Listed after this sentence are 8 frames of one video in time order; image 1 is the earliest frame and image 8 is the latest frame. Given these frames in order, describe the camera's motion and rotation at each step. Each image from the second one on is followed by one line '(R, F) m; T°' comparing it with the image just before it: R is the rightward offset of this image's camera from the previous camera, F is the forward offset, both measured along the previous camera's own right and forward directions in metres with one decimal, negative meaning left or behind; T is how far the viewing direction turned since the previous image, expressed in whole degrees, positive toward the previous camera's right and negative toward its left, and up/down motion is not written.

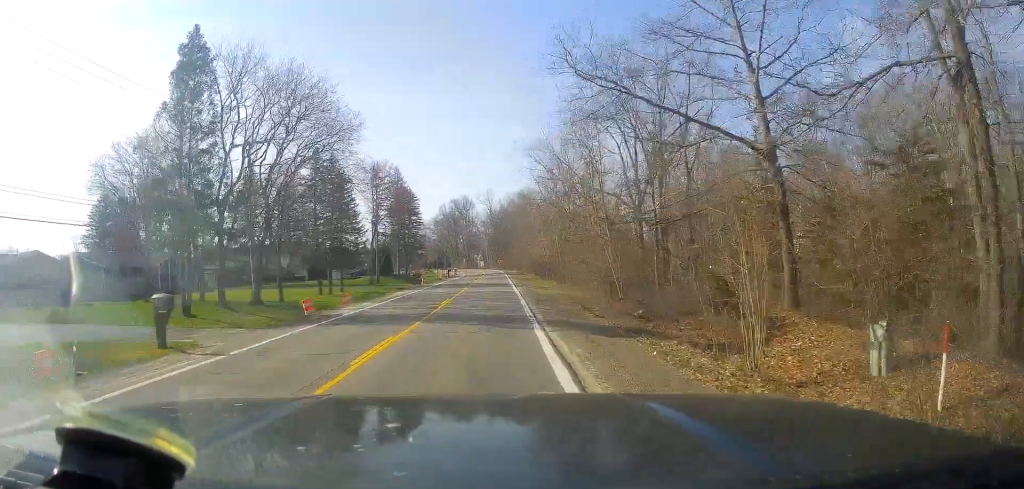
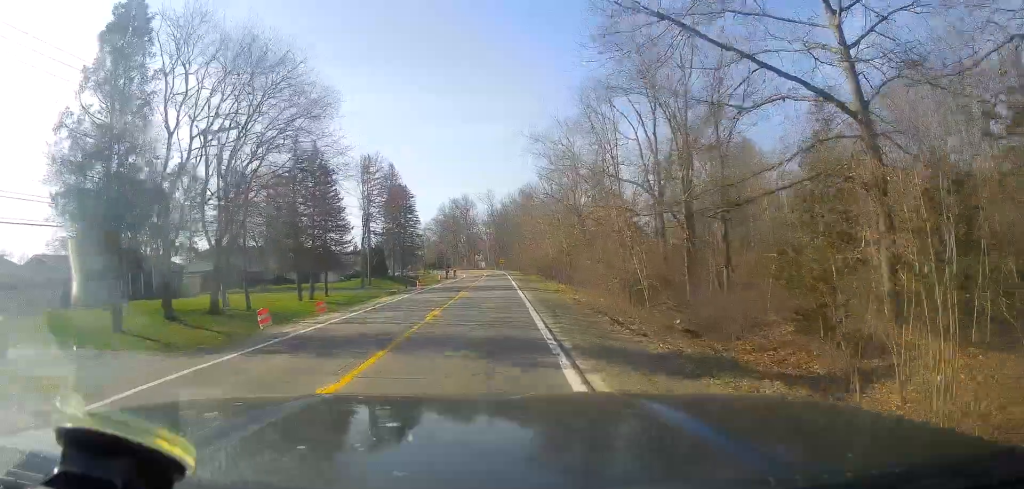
(-0.2, +5.9) m; -1°
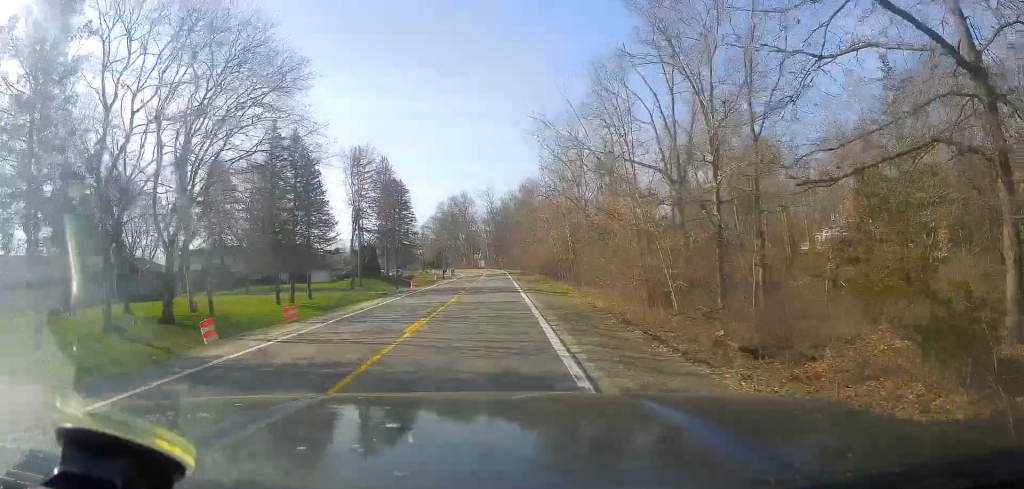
(-0.1, +4.7) m; +1°
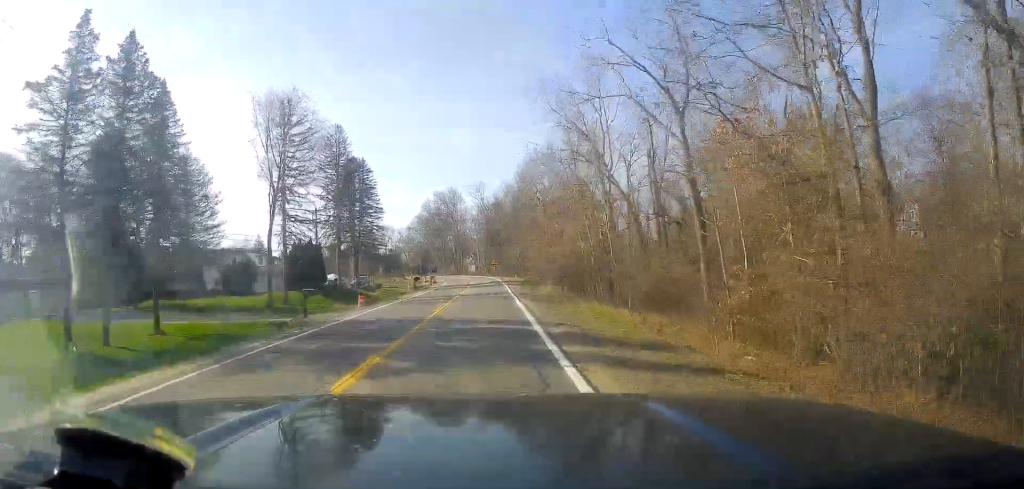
(+0.2, +21.9) m; +1°
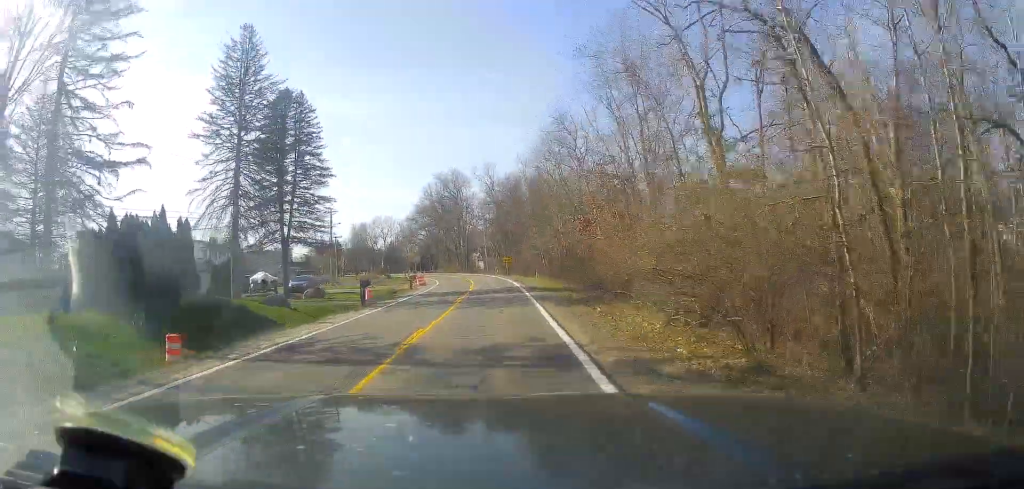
(+0.5, +26.4) m; 0°
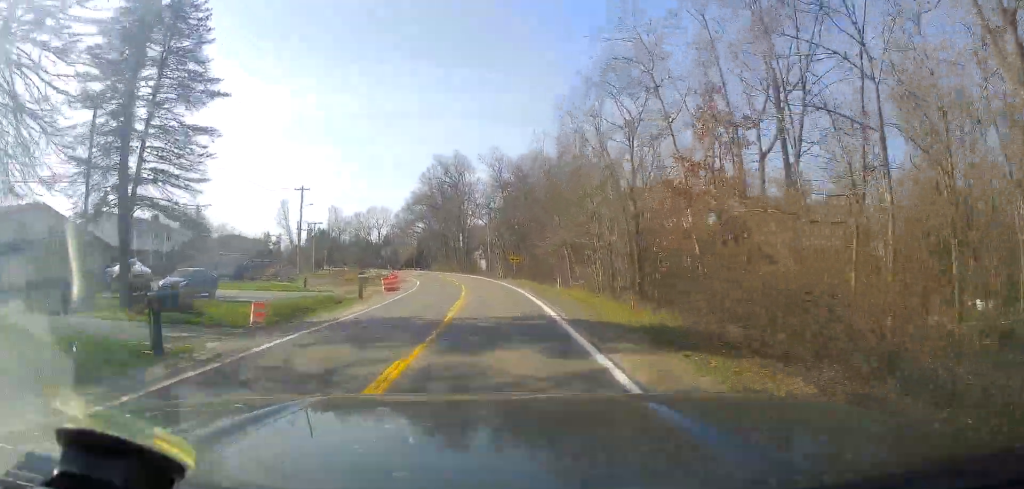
(-0.8, +20.8) m; -2°
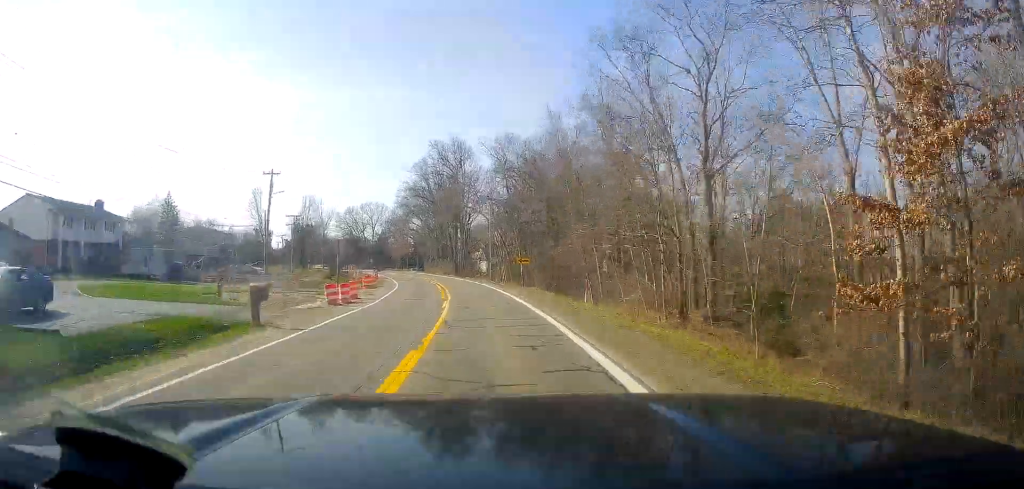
(0.0, +14.5) m; 0°
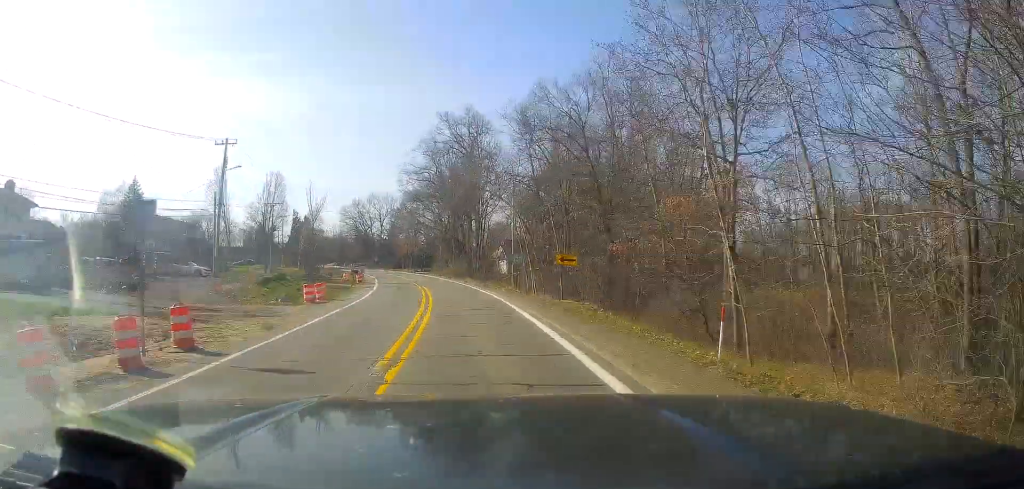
(-0.2, +19.7) m; -3°
